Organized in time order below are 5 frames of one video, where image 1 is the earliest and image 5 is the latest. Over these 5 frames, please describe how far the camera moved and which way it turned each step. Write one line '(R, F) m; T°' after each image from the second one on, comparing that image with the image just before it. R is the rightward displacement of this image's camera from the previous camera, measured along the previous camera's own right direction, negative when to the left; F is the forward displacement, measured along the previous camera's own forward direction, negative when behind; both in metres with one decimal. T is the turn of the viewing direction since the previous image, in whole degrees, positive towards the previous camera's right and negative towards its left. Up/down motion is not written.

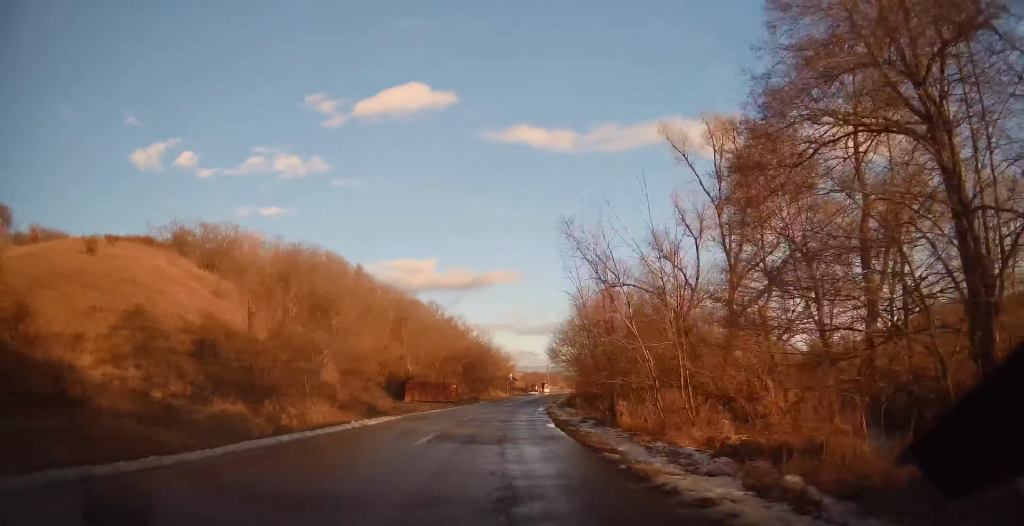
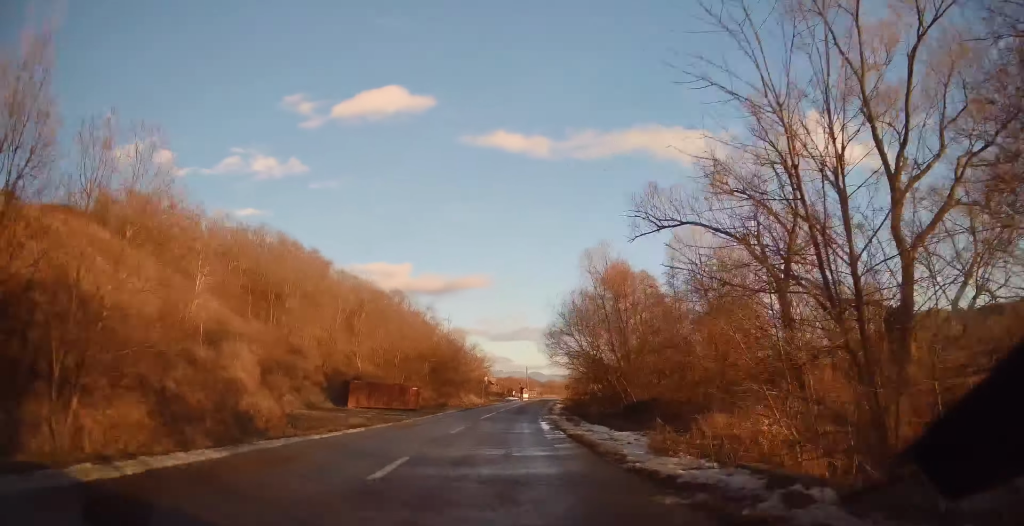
(-0.2, +16.3) m; +3°
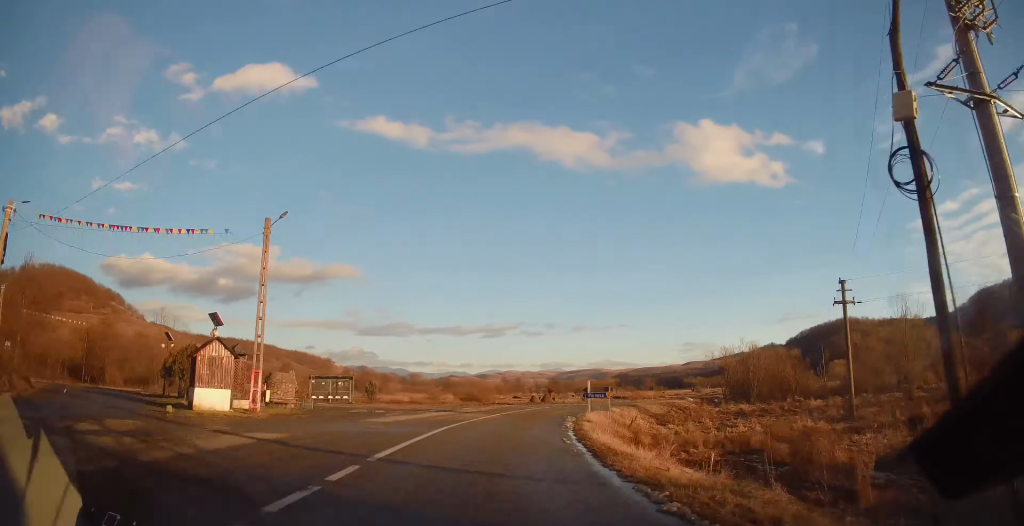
(+15.2, +121.1) m; +16°
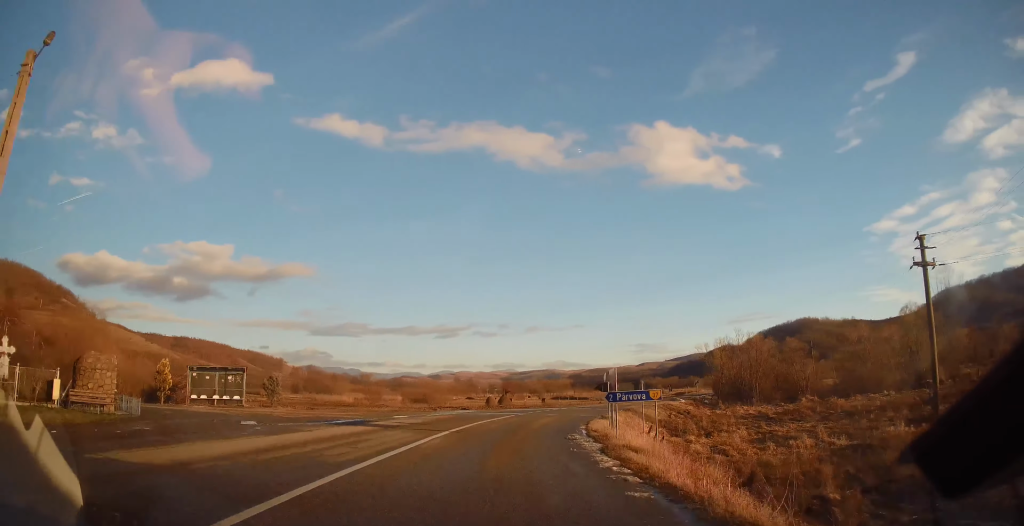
(+0.2, +13.3) m; +4°
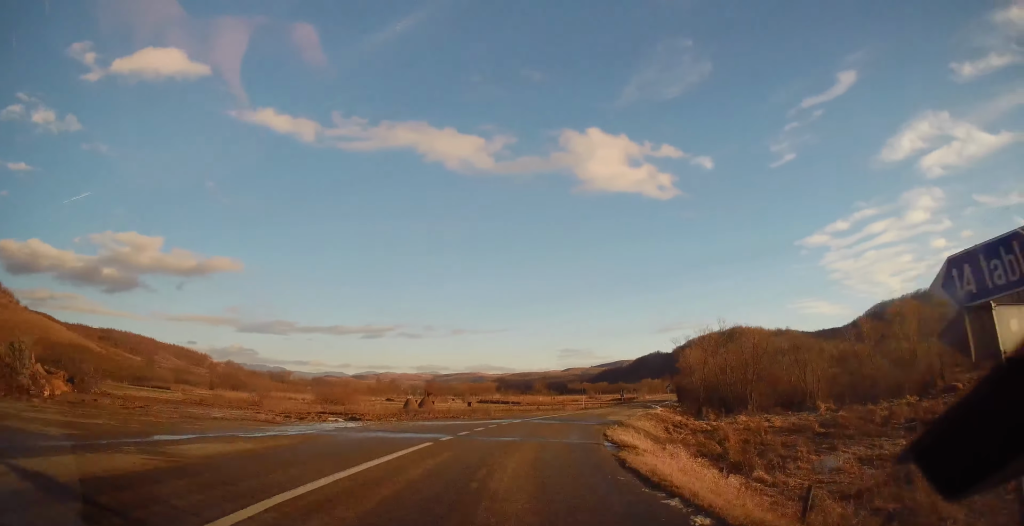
(+1.1, +15.6) m; +9°
